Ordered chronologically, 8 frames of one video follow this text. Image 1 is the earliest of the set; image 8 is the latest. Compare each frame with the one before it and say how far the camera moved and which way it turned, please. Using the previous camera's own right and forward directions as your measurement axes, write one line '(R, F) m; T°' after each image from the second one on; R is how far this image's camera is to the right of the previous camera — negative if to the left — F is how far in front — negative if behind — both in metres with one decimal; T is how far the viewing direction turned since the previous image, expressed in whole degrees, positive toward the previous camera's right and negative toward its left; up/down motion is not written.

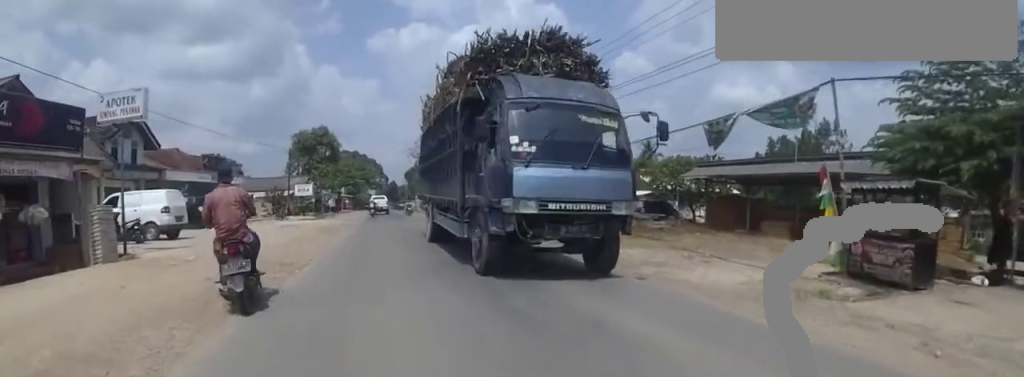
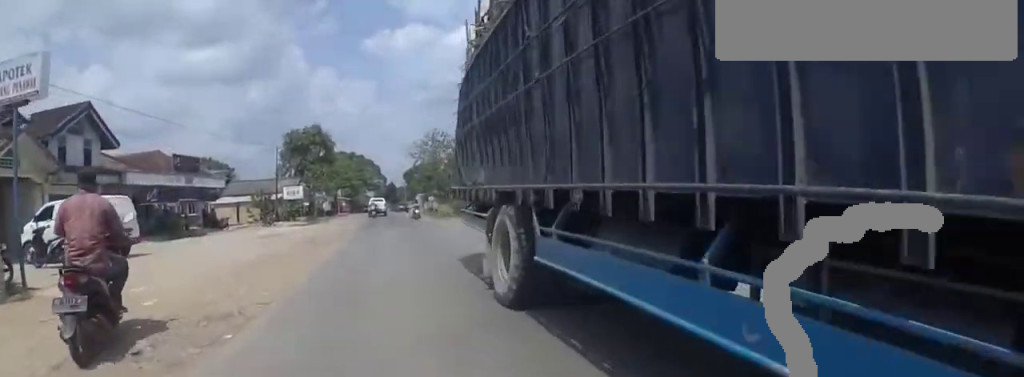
(0.0, +4.1) m; +9°
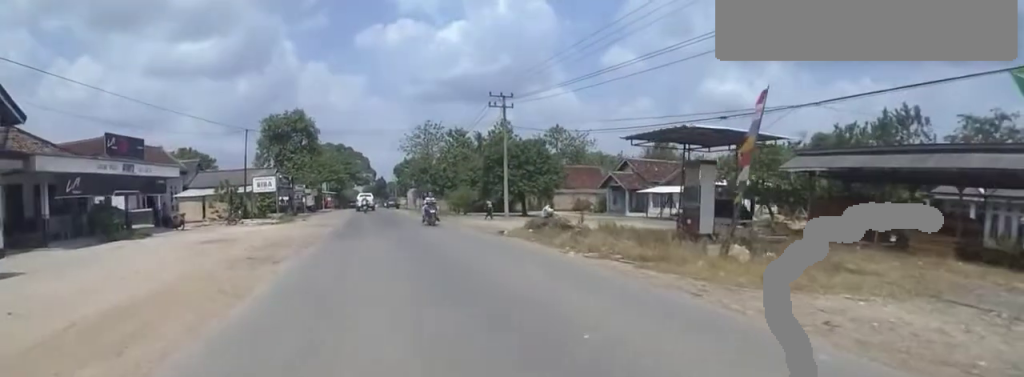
(+0.6, +6.0) m; -7°
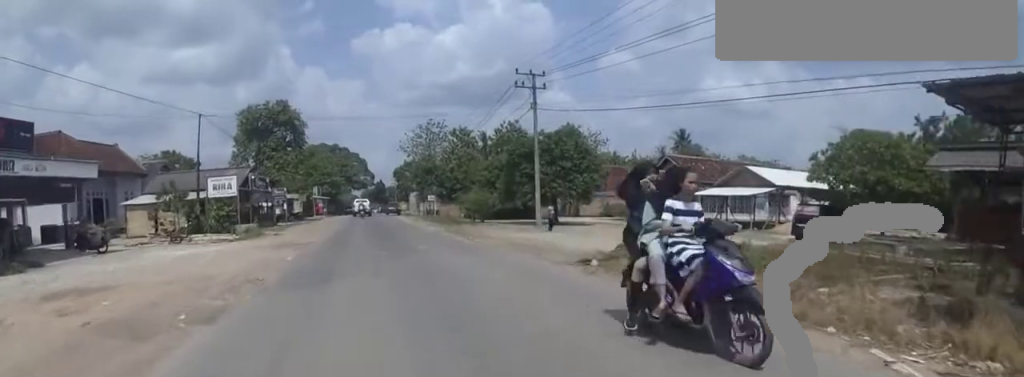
(-1.5, +8.1) m; -6°
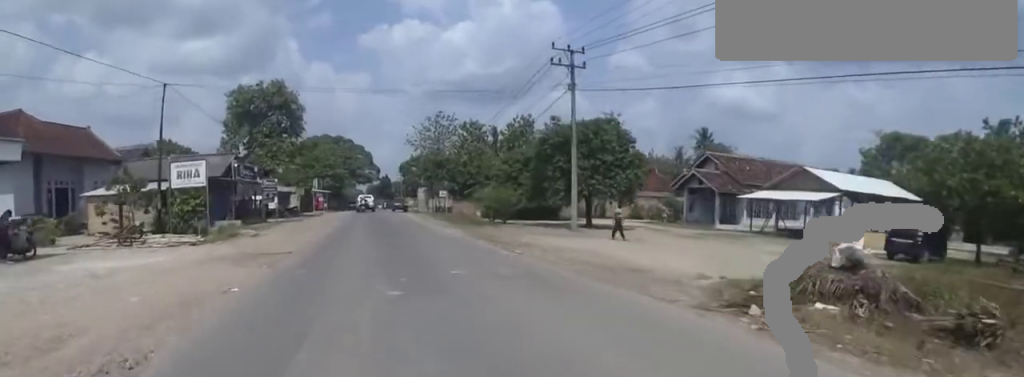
(0.0, +4.9) m; +6°
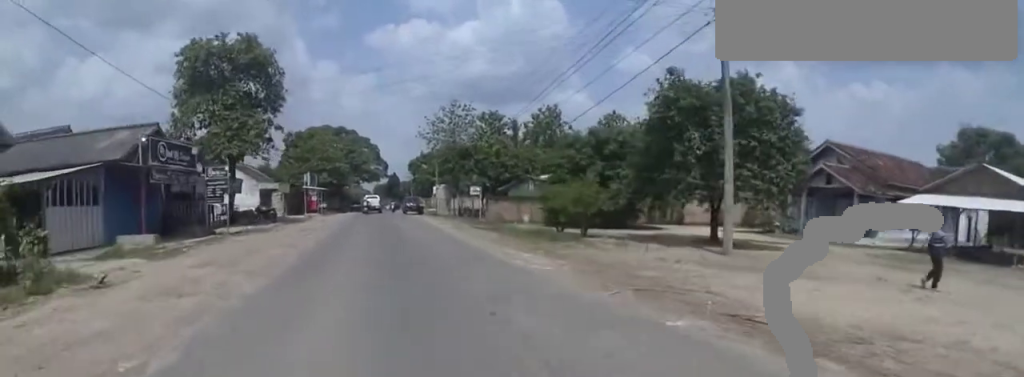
(+0.4, +10.9) m; +3°
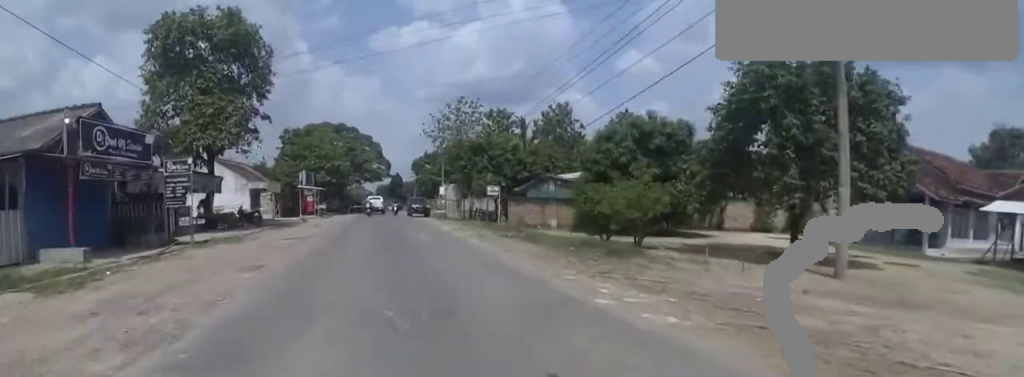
(-0.3, +3.9) m; +1°
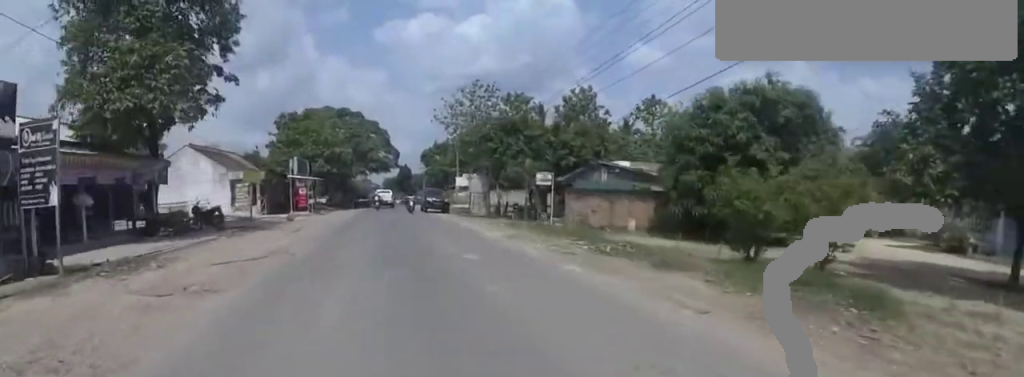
(+1.2, +6.4) m; -2°
